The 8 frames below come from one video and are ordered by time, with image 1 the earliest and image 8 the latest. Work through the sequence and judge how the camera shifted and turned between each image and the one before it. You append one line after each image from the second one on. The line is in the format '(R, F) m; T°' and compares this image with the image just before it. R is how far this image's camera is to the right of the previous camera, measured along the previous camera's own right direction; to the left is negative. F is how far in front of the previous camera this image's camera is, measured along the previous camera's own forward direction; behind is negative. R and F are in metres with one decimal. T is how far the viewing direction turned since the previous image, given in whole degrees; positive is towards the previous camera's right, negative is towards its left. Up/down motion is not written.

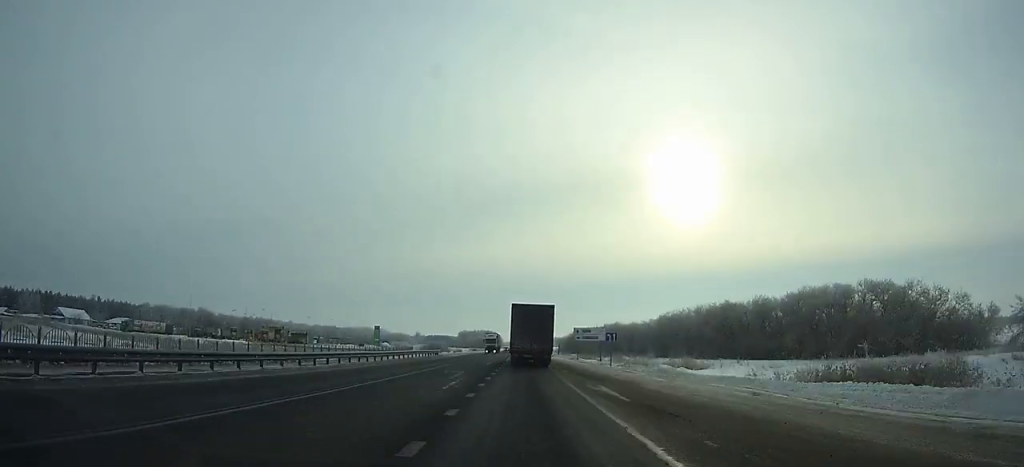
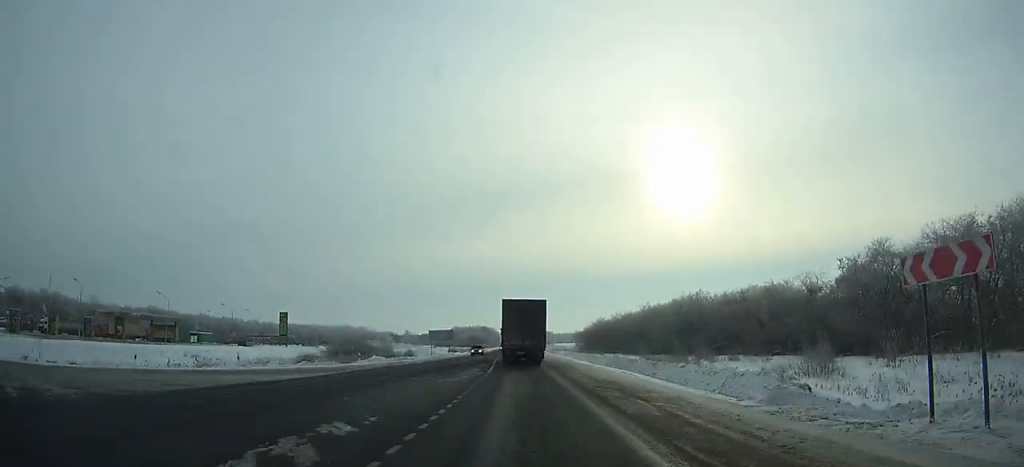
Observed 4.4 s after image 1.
(-0.3, +90.2) m; -1°
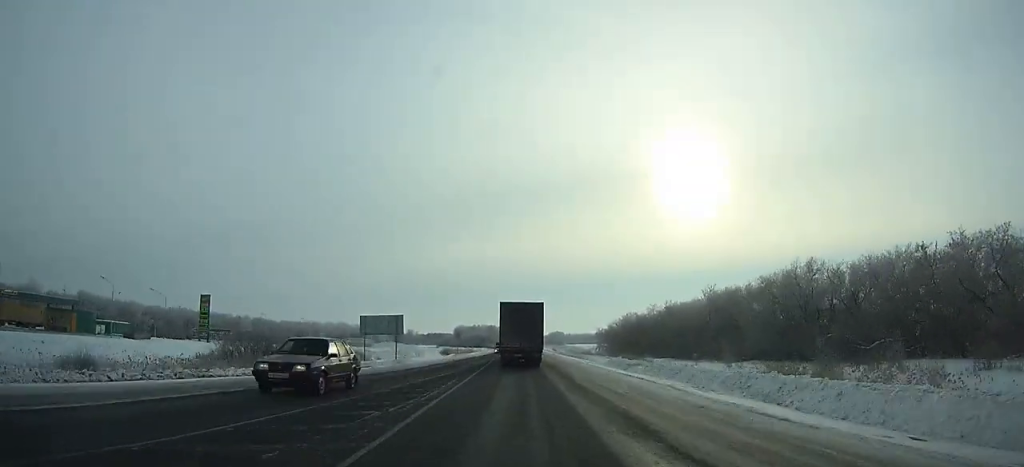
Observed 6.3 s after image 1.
(-0.2, +39.2) m; 0°
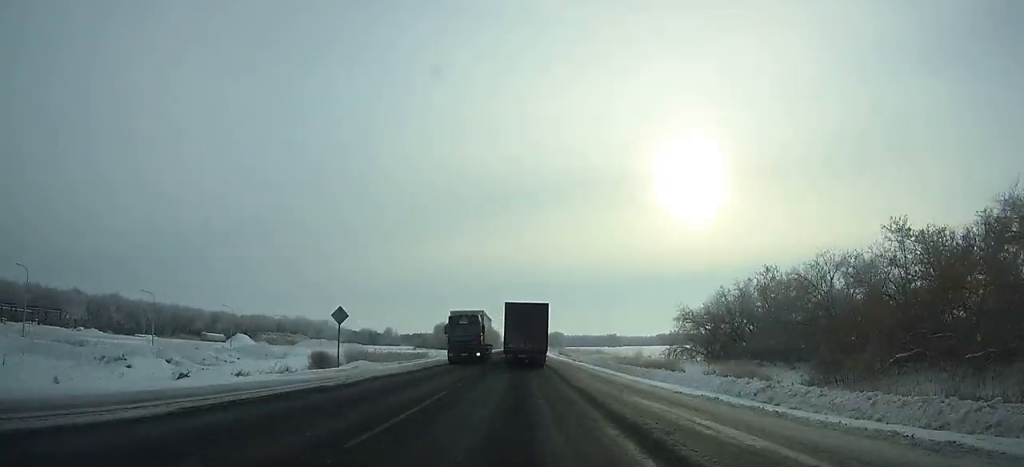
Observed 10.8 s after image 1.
(+0.4, +93.3) m; 0°
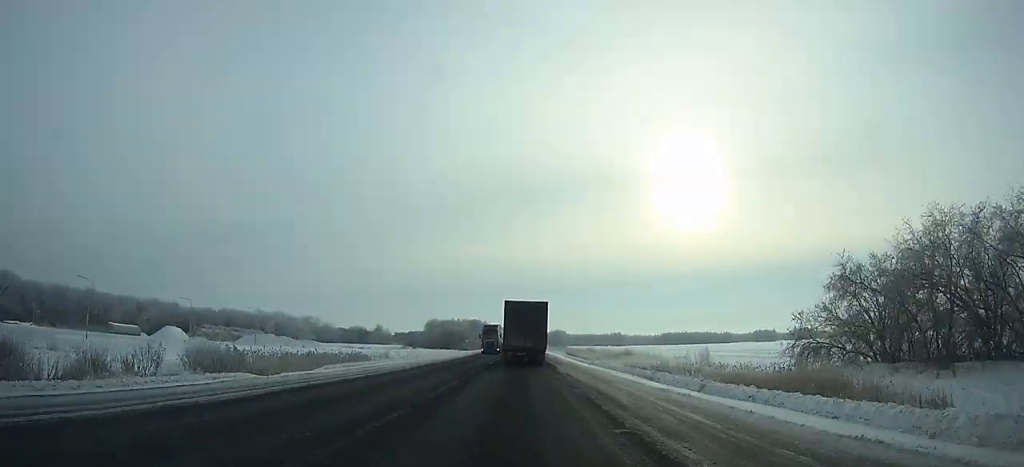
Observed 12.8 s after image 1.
(+0.1, +41.6) m; 0°
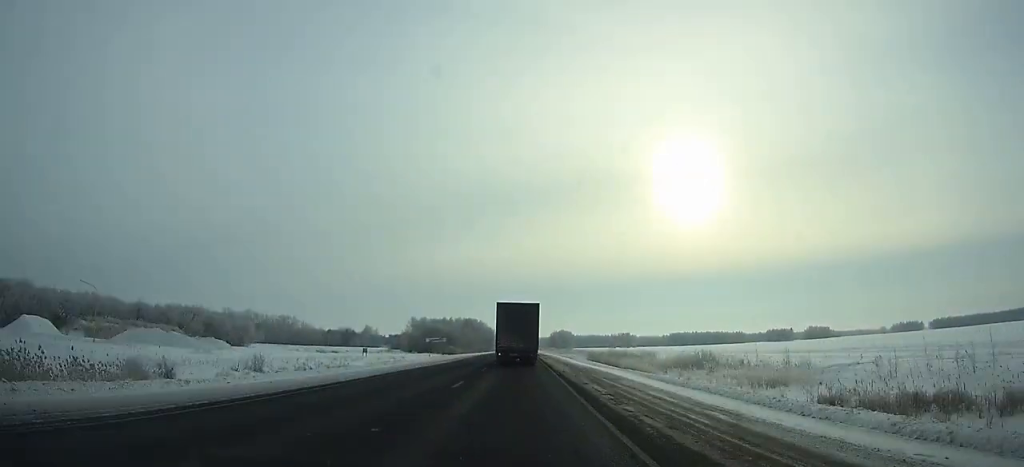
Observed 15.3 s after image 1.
(-0.2, +52.4) m; 0°
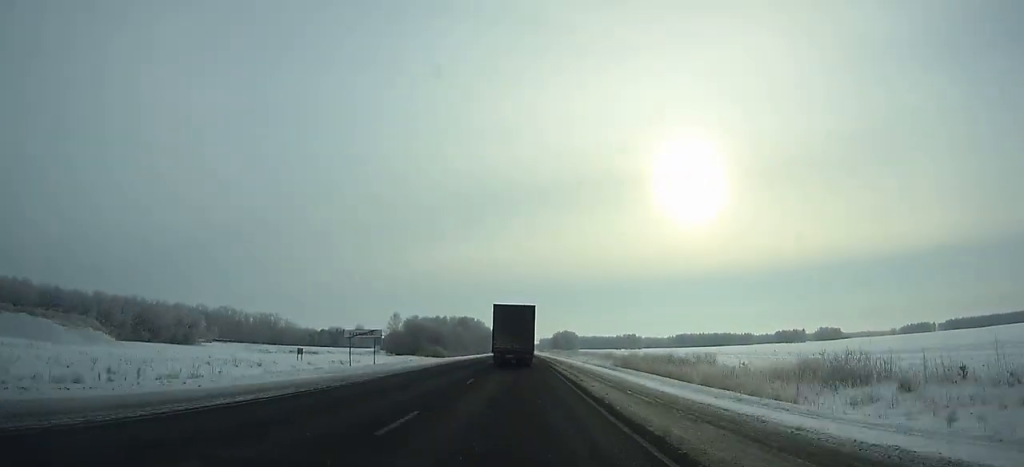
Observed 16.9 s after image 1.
(0.0, +34.0) m; 0°
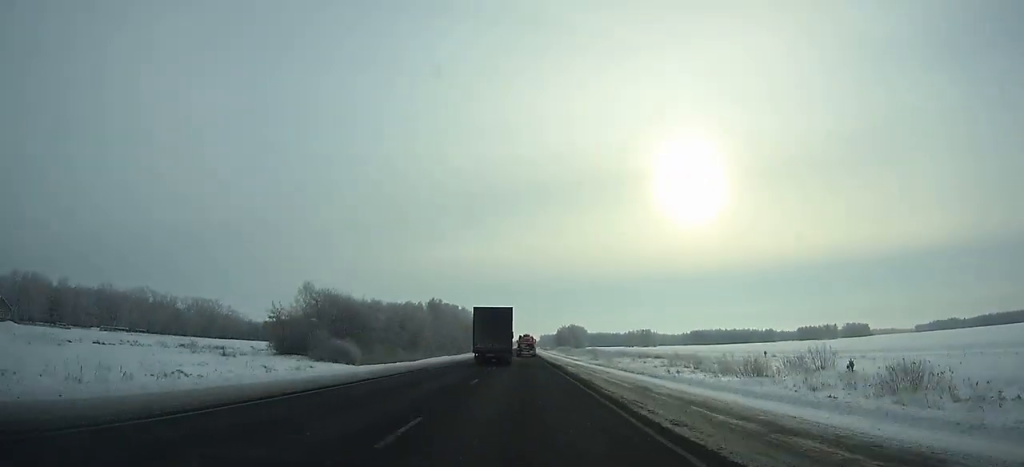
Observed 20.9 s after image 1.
(-0.2, +85.9) m; 0°
